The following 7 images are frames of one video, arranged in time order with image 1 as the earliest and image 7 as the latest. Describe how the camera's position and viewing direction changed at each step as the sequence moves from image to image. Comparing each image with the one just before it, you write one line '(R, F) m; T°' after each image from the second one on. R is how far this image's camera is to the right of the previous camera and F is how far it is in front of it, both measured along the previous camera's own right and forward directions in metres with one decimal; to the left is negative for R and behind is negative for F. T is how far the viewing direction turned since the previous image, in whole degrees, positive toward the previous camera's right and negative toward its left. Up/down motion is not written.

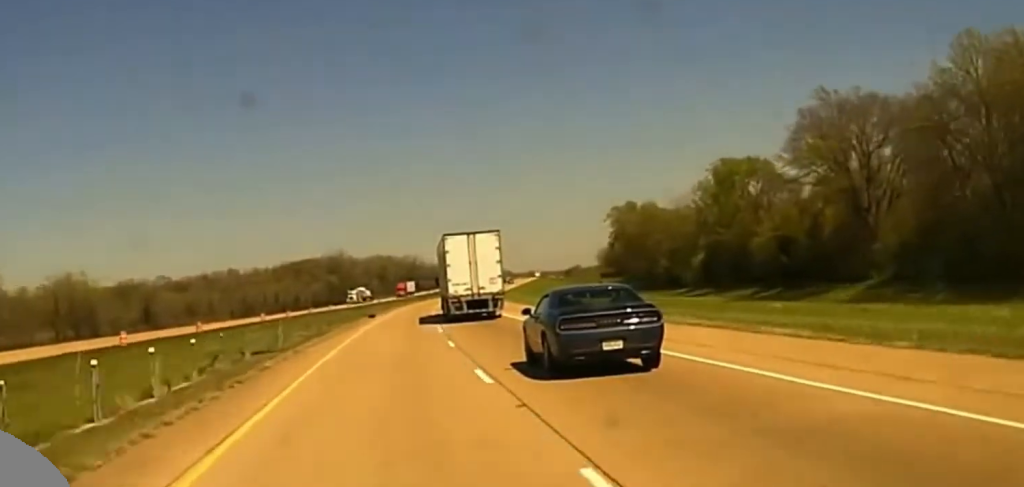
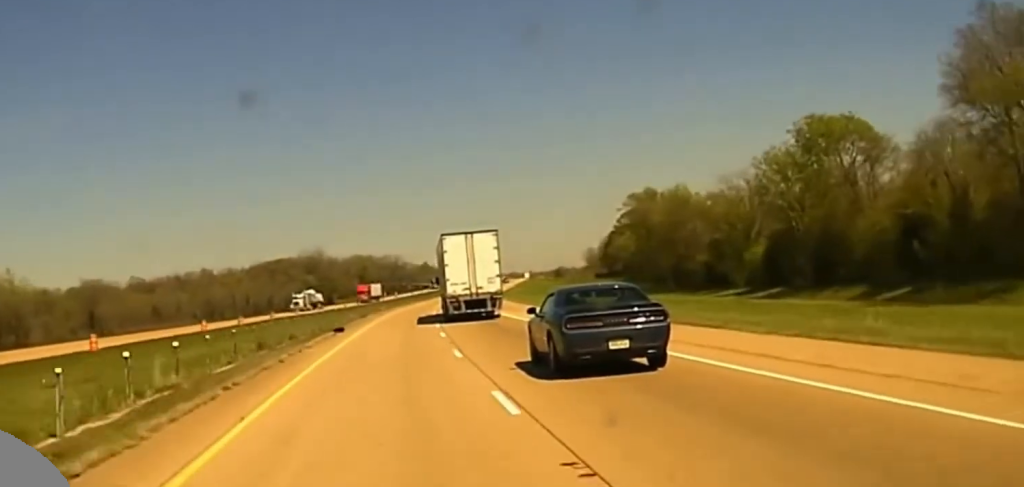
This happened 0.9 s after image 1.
(+0.3, +30.1) m; +1°
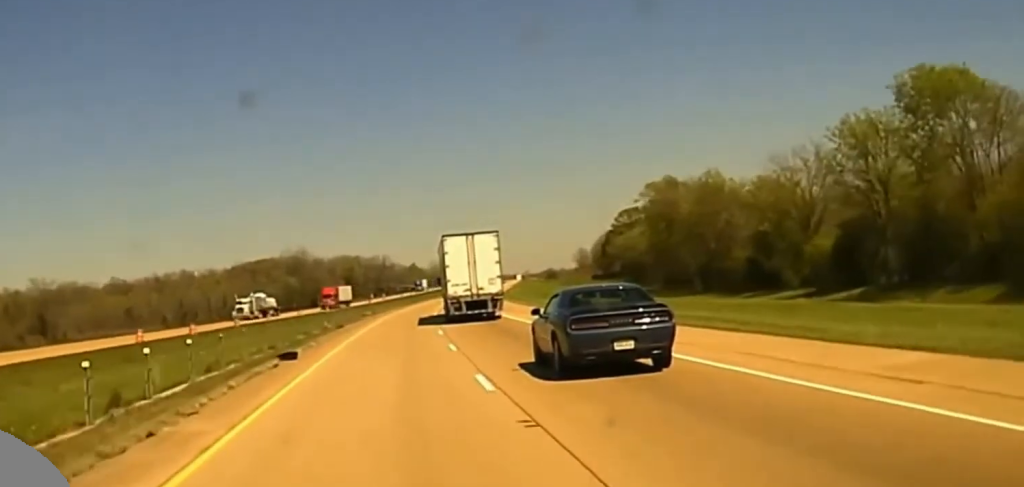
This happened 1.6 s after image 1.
(+0.1, +21.7) m; 0°
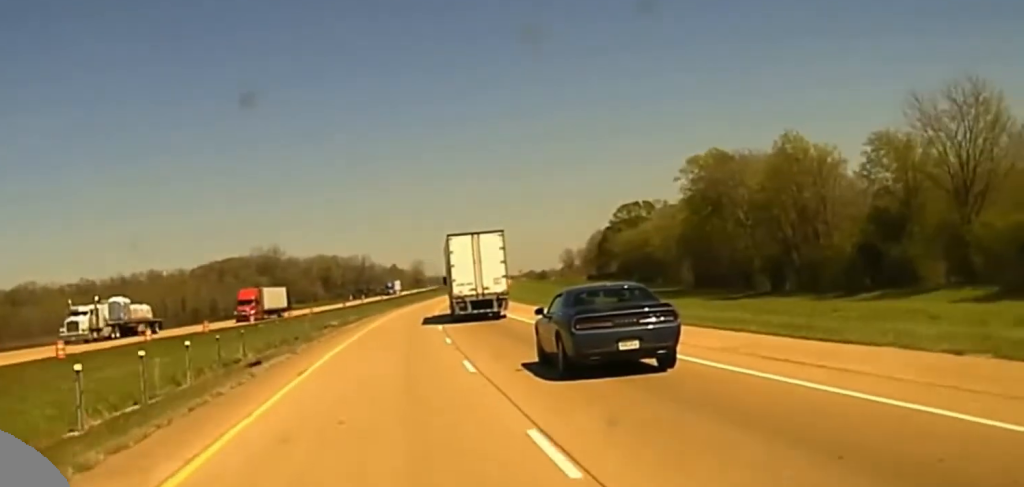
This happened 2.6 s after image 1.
(0.0, +33.0) m; +1°
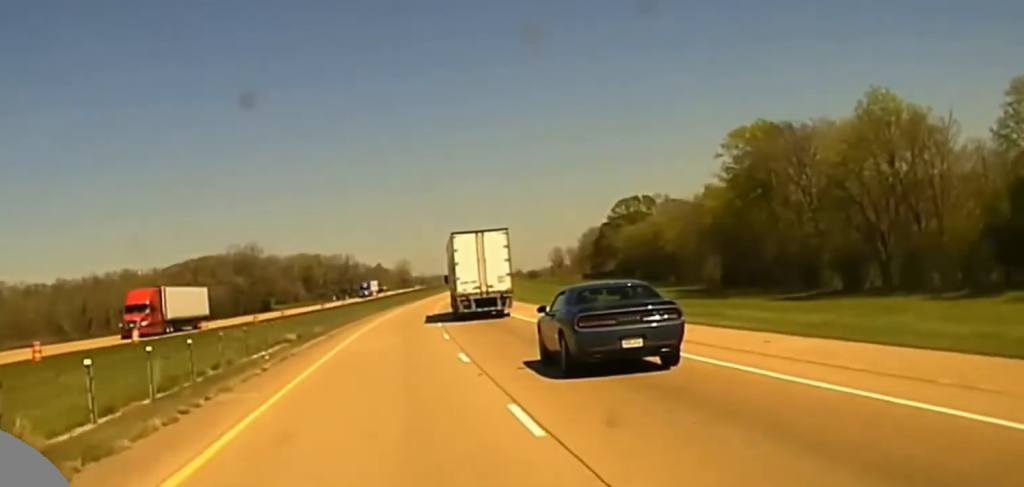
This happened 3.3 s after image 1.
(0.0, +23.6) m; +1°
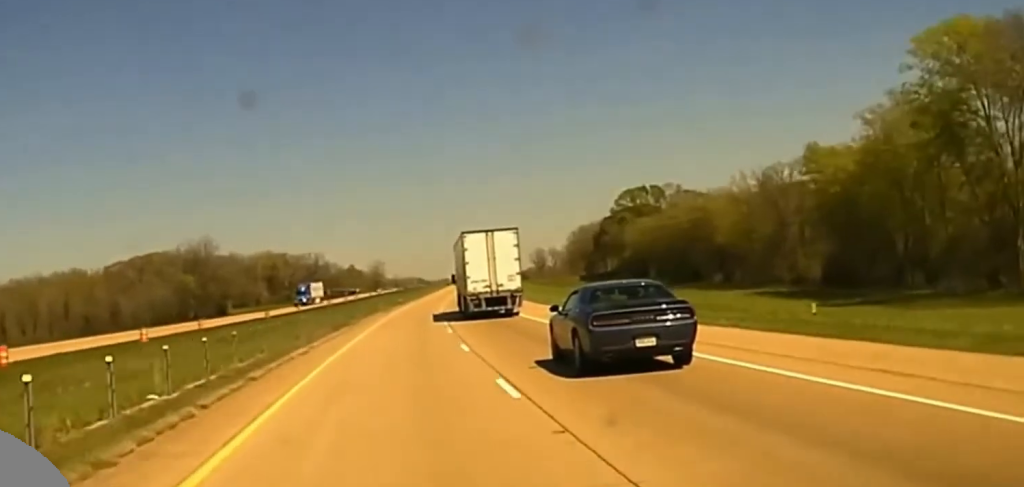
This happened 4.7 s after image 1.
(+1.1, +47.8) m; +2°
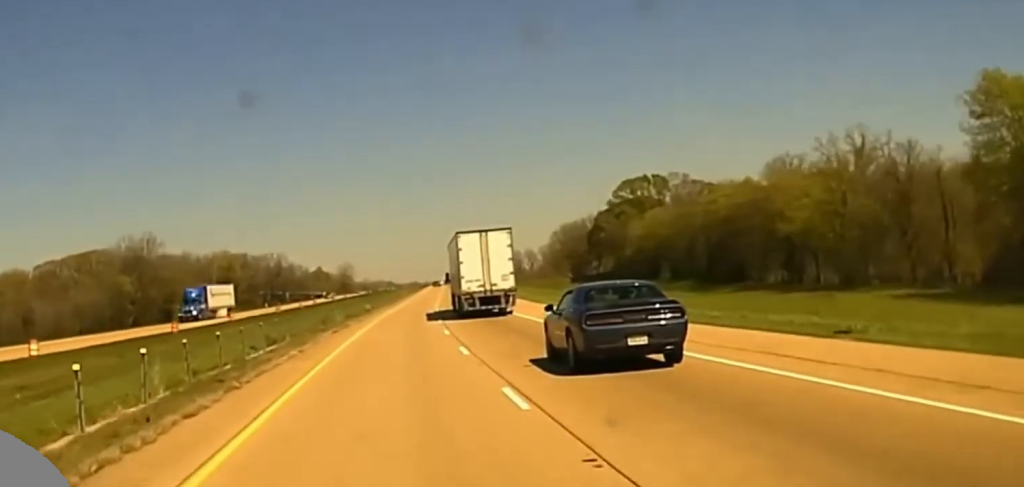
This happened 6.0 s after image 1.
(+0.2, +36.5) m; +1°
